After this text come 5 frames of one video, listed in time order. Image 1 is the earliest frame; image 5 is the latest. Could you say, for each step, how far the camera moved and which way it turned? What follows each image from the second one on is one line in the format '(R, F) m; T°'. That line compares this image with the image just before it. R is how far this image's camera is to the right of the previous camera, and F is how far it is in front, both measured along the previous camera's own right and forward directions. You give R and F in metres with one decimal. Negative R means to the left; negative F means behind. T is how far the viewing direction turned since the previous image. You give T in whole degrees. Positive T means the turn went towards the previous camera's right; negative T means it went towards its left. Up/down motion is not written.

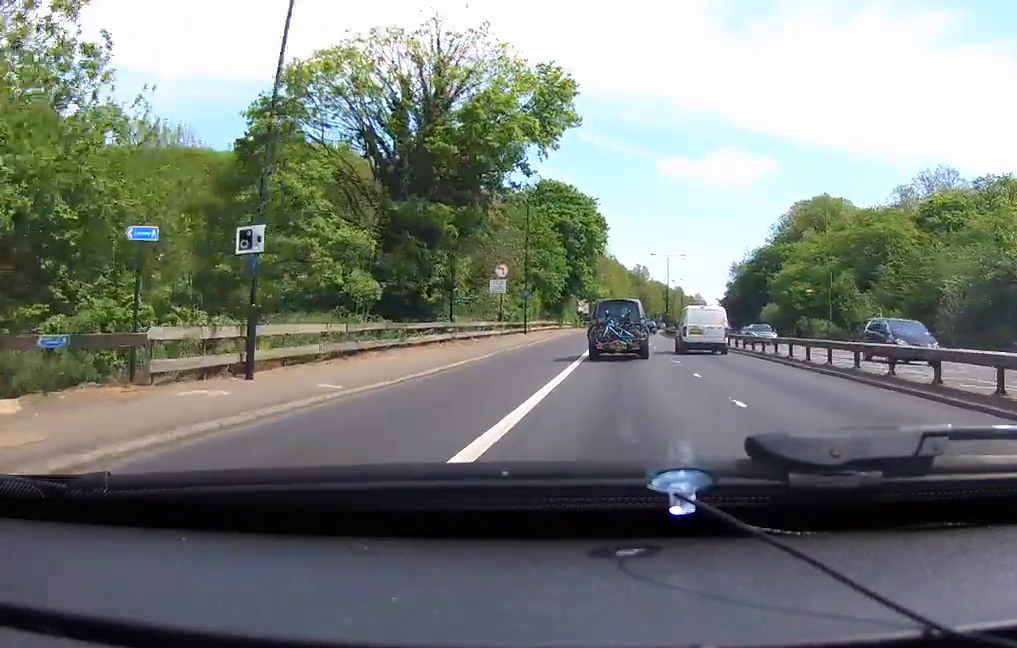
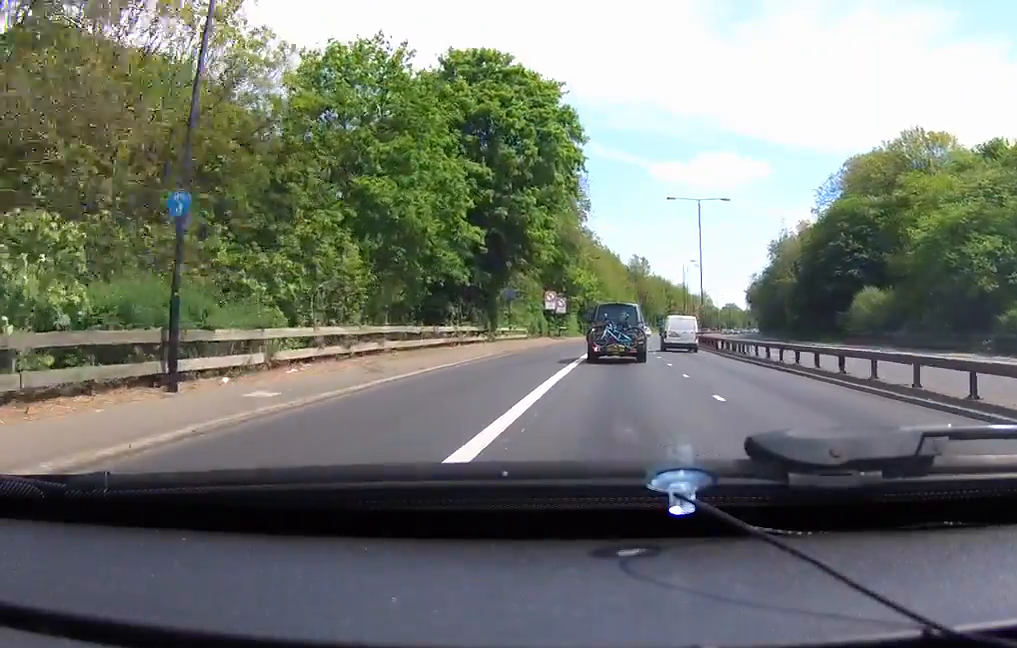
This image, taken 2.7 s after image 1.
(-0.5, +47.4) m; 0°
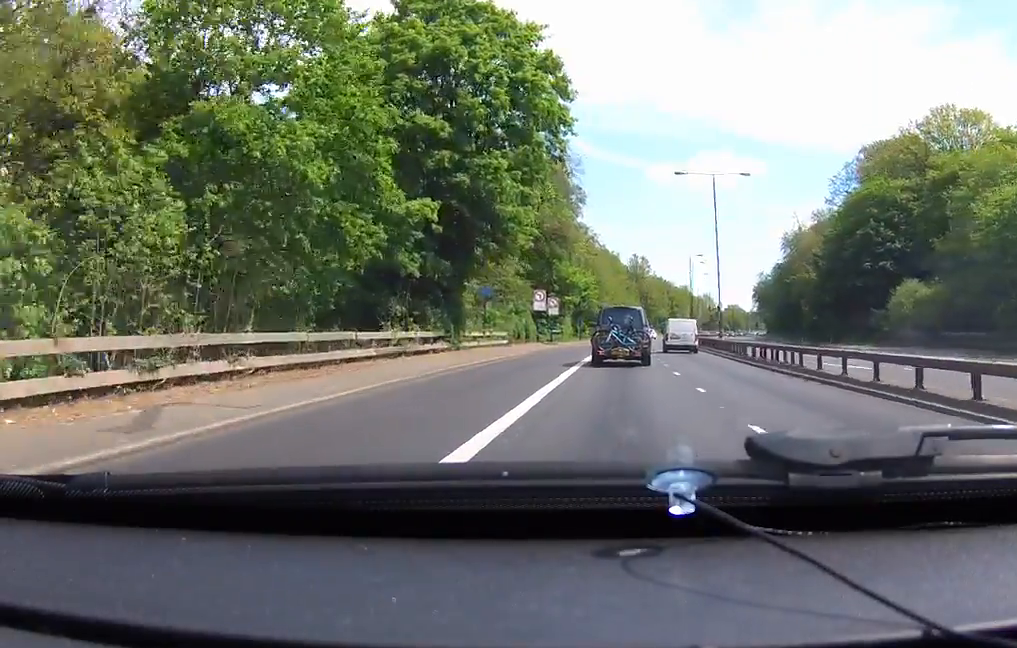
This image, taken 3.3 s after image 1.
(-0.1, +9.9) m; 0°
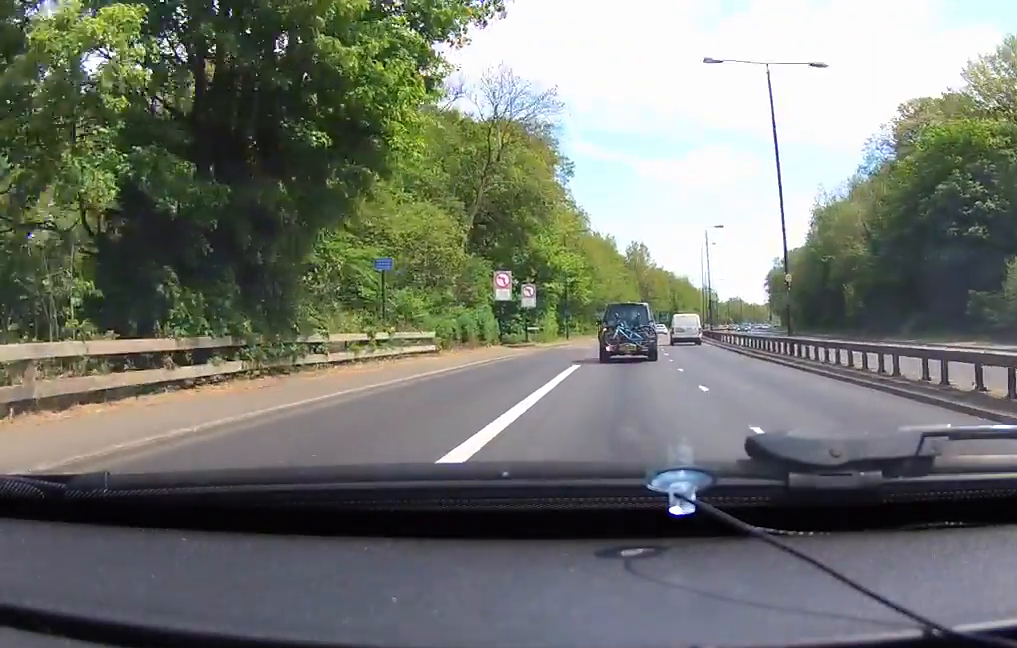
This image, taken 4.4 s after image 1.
(+0.2, +19.1) m; +1°
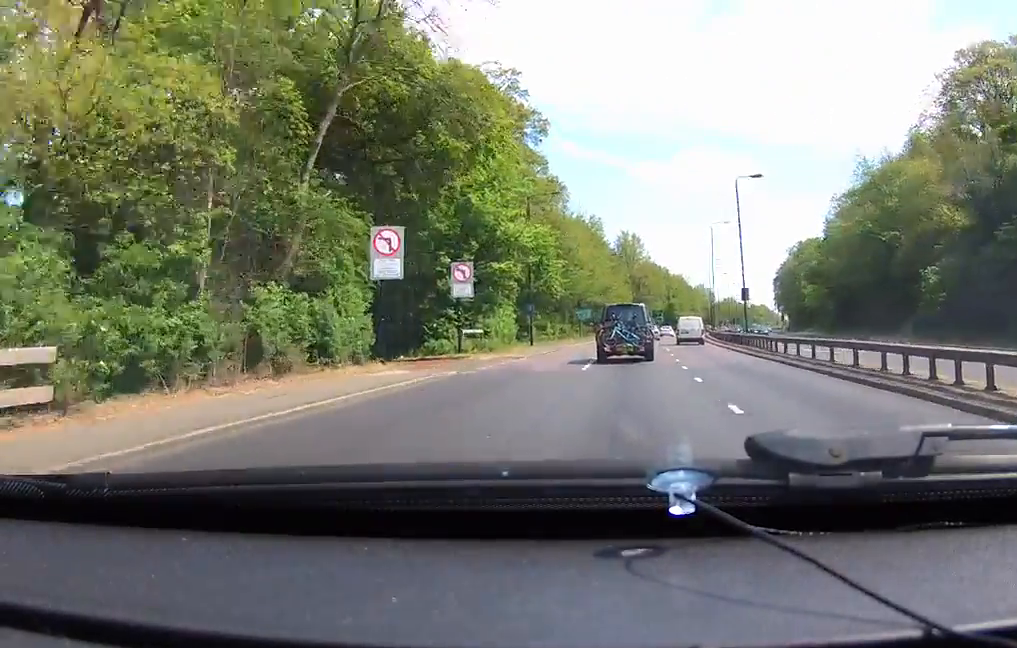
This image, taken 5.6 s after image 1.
(0.0, +22.0) m; +1°
